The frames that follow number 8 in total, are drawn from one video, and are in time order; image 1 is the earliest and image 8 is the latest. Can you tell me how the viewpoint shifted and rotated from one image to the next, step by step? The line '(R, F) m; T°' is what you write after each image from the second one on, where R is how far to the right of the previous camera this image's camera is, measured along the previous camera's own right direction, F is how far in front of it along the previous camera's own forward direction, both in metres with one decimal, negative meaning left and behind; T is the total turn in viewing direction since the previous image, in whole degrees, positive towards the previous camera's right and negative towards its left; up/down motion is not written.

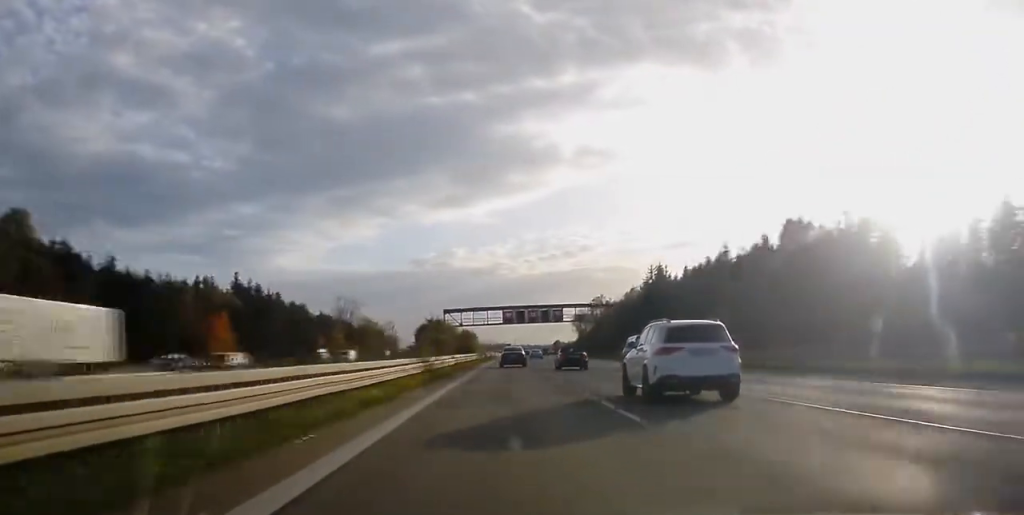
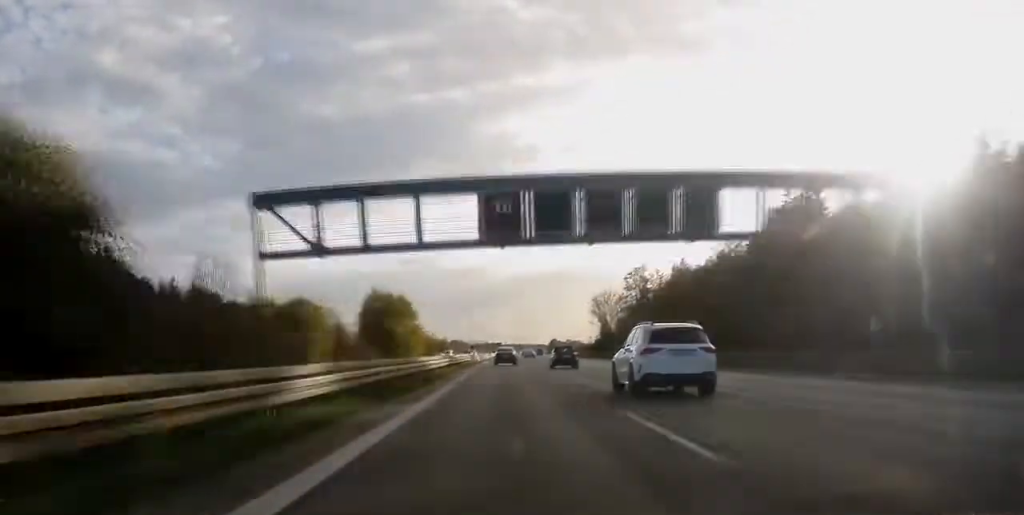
(+0.8, +94.6) m; +1°
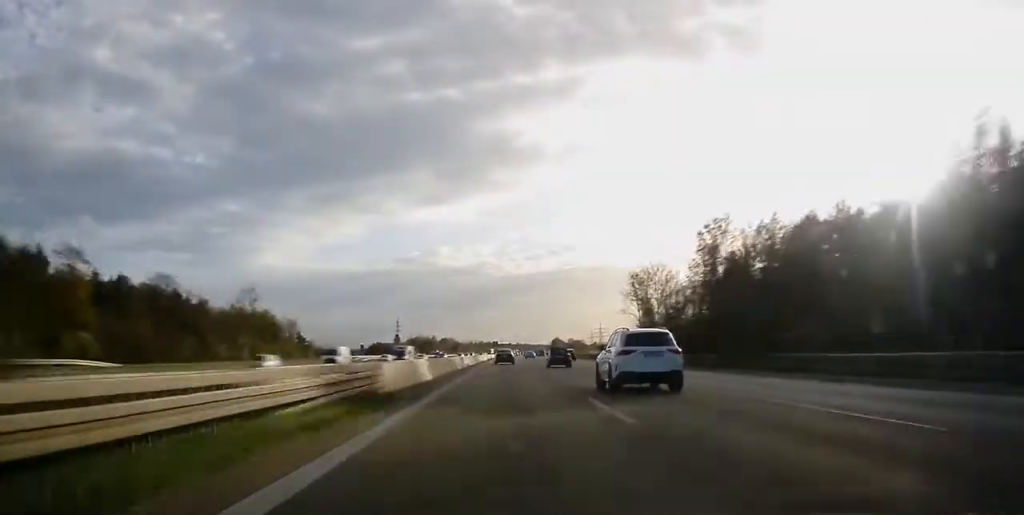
(+0.2, +71.1) m; 0°
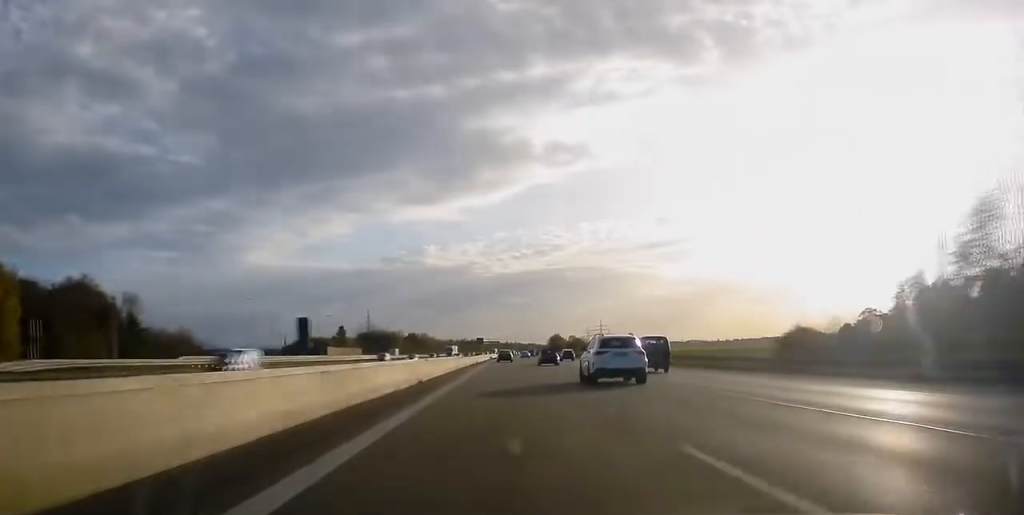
(+1.0, +121.0) m; +1°
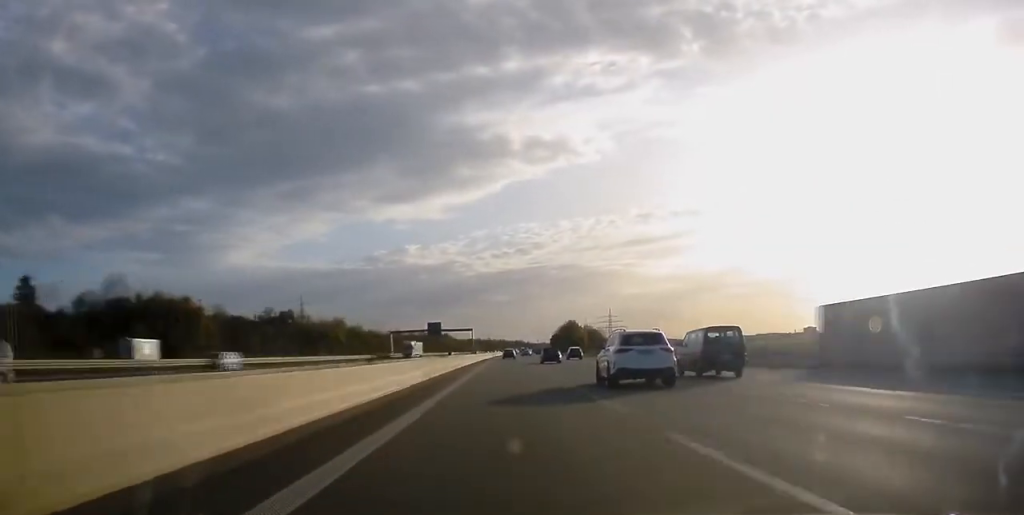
(+1.4, +197.8) m; +1°
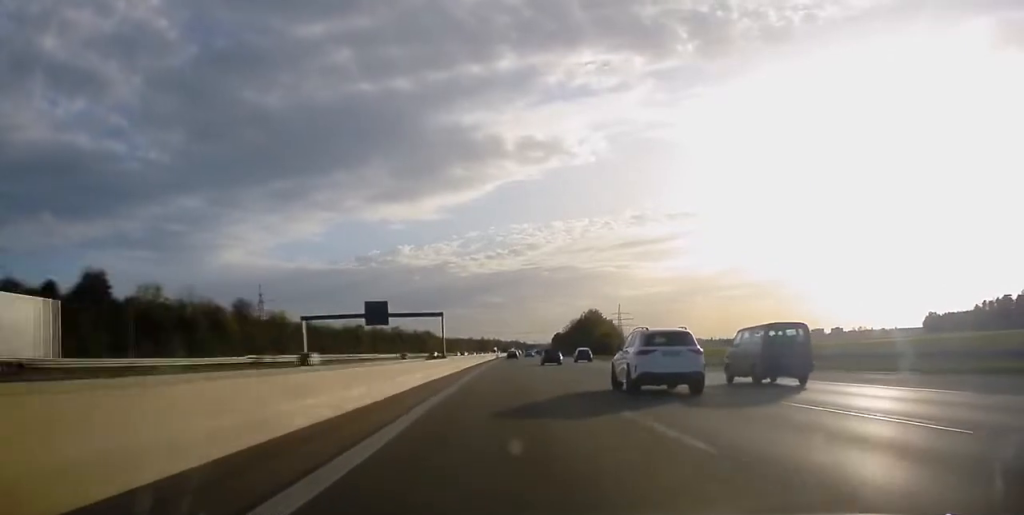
(+0.4, +85.1) m; +1°
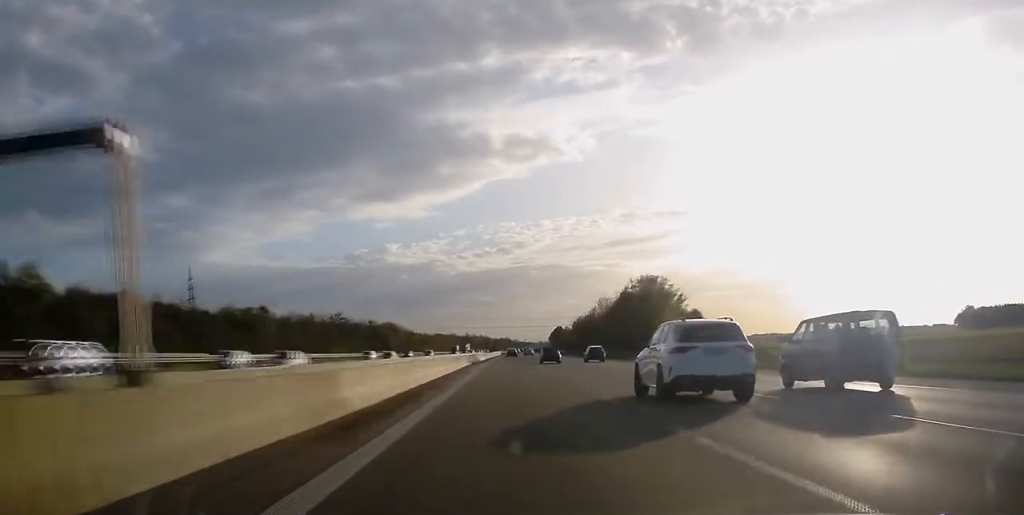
(+0.9, +96.5) m; +1°
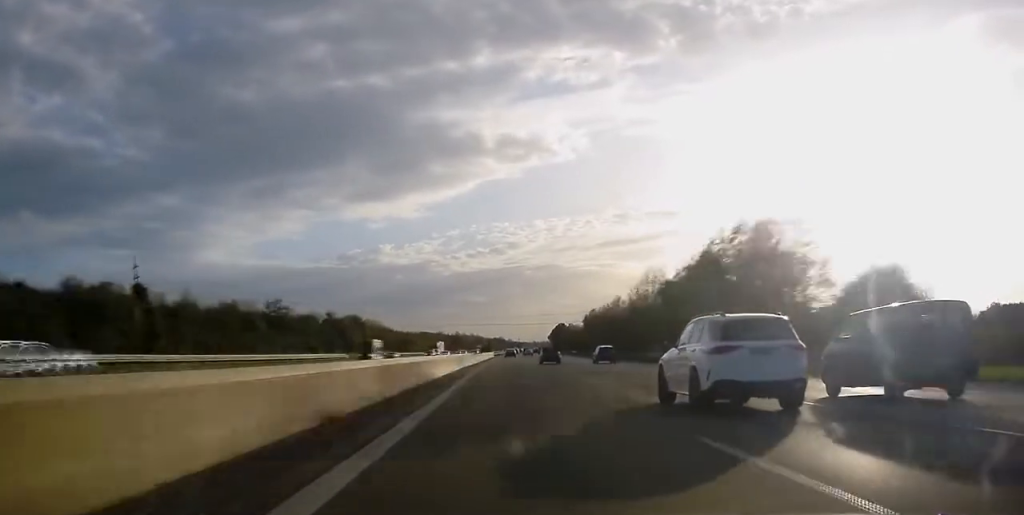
(+0.1, +55.8) m; 0°
